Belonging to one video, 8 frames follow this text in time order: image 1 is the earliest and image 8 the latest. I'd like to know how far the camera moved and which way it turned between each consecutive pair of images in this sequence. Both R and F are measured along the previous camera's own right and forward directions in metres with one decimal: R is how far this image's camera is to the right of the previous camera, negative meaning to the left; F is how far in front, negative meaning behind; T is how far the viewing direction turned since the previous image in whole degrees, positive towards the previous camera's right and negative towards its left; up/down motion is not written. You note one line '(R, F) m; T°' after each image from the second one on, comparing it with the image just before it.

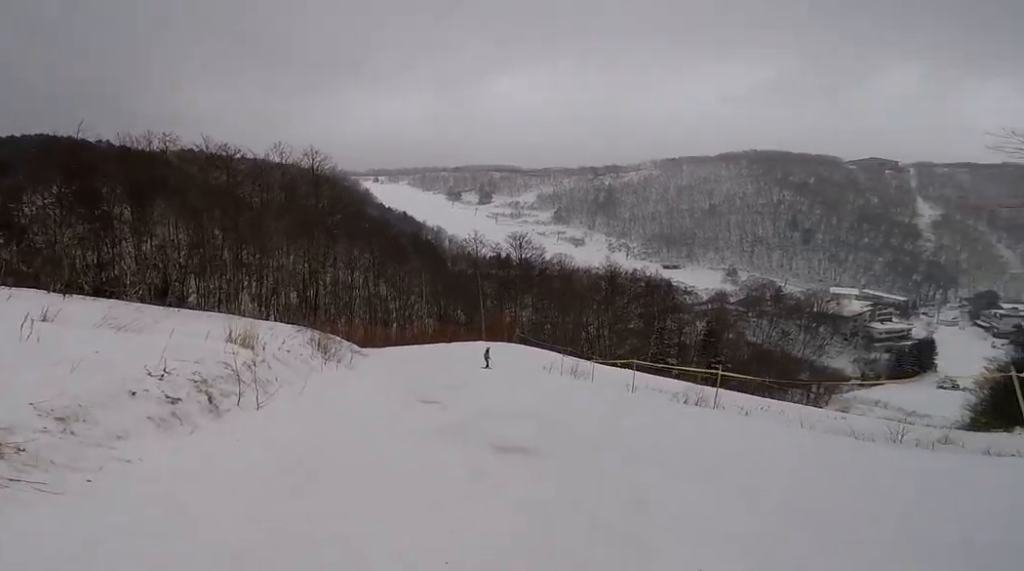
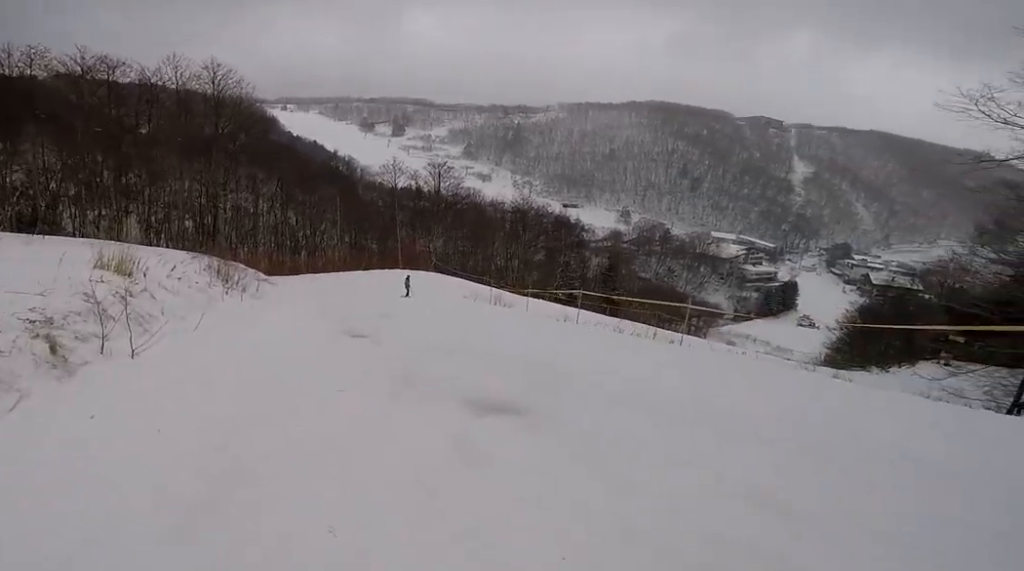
(+0.5, +2.2) m; +3°
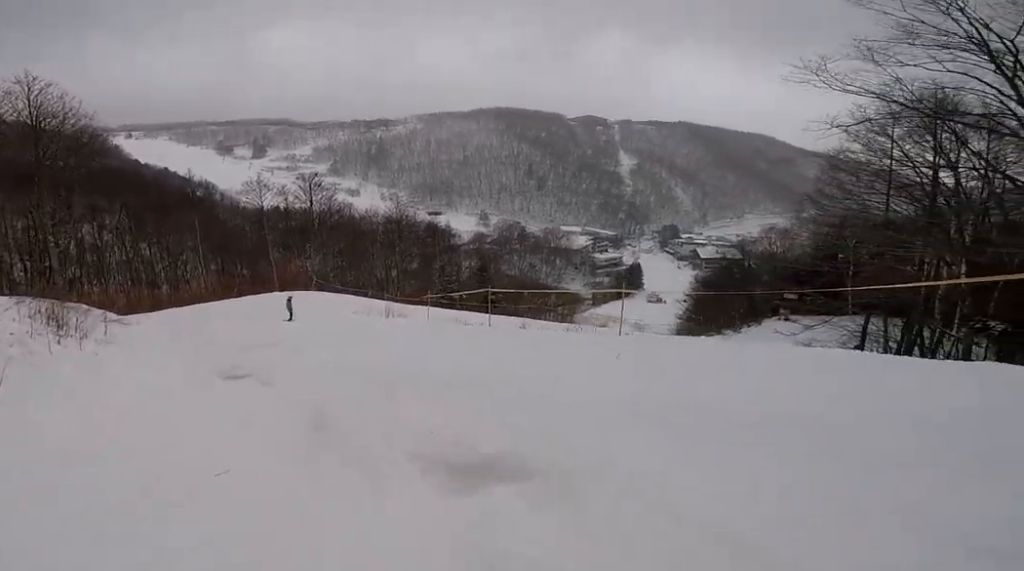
(+0.4, +2.2) m; +3°
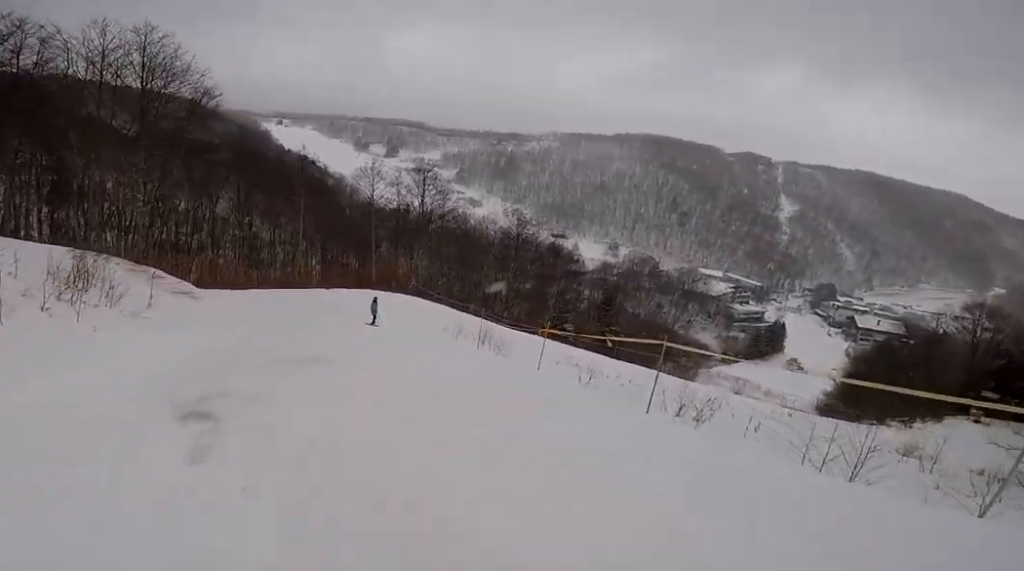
(-0.5, +4.8) m; -17°
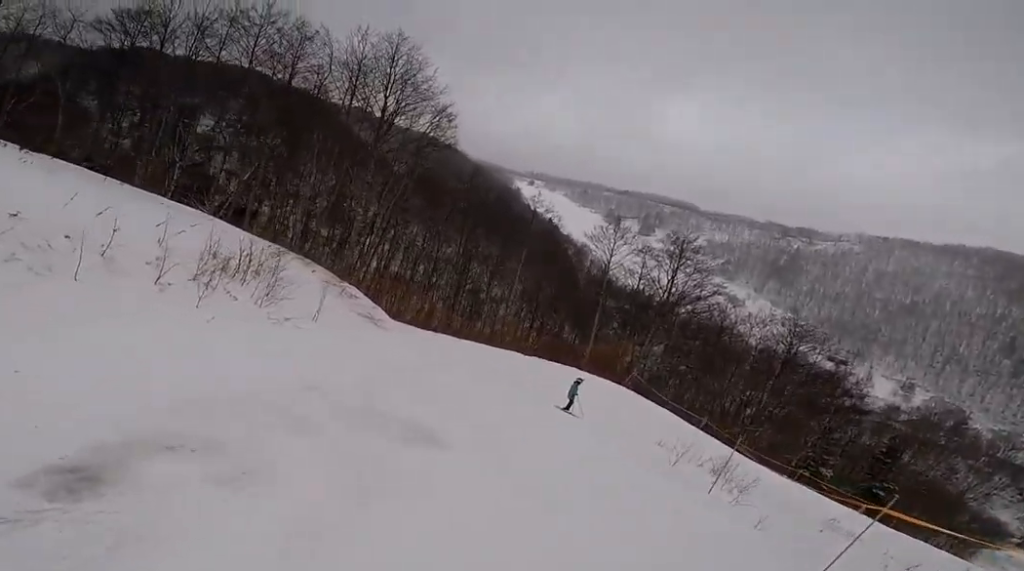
(-0.7, +3.6) m; -15°
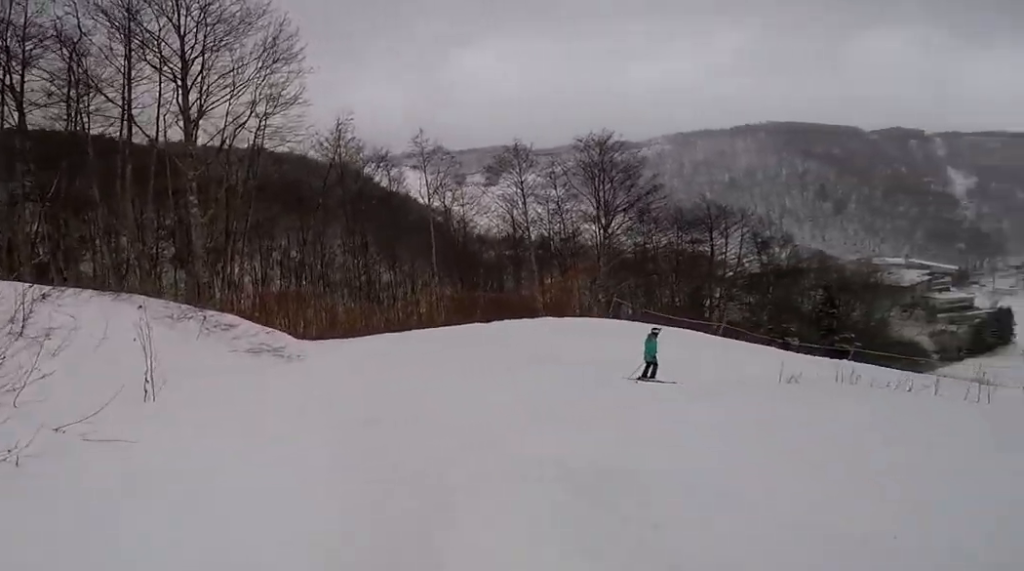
(-1.0, +8.1) m; +11°
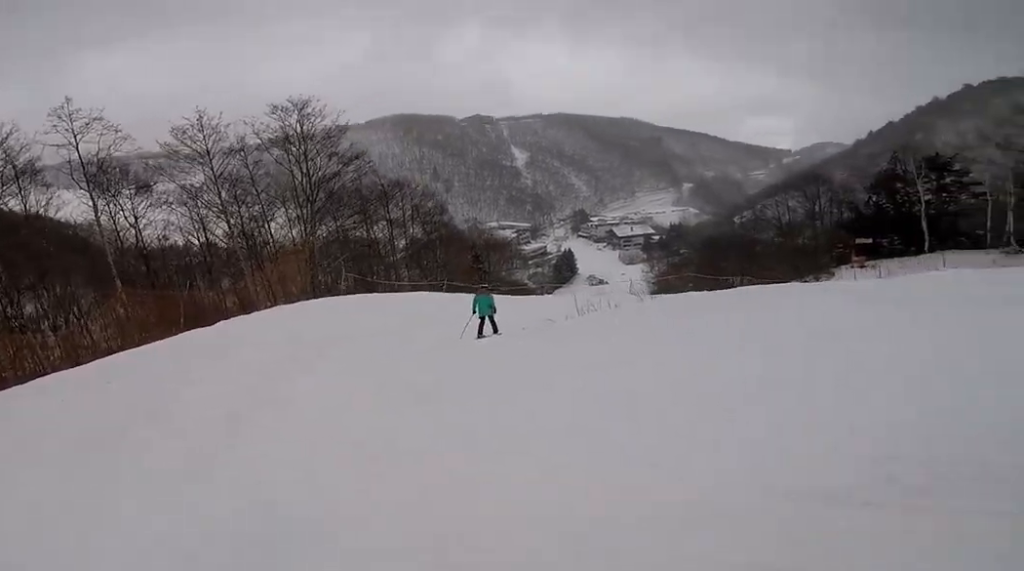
(+1.4, +4.3) m; +25°
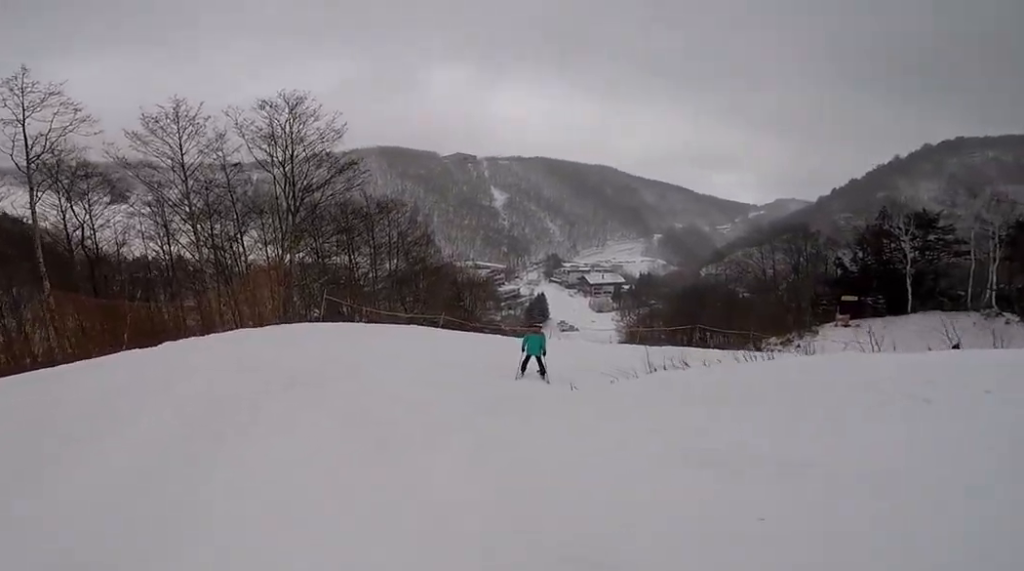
(+0.5, +3.4) m; +6°
